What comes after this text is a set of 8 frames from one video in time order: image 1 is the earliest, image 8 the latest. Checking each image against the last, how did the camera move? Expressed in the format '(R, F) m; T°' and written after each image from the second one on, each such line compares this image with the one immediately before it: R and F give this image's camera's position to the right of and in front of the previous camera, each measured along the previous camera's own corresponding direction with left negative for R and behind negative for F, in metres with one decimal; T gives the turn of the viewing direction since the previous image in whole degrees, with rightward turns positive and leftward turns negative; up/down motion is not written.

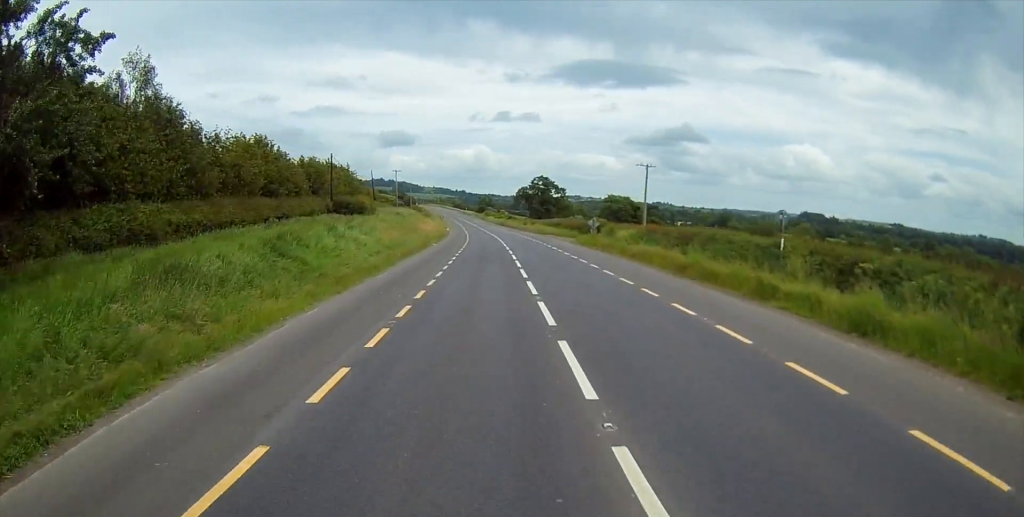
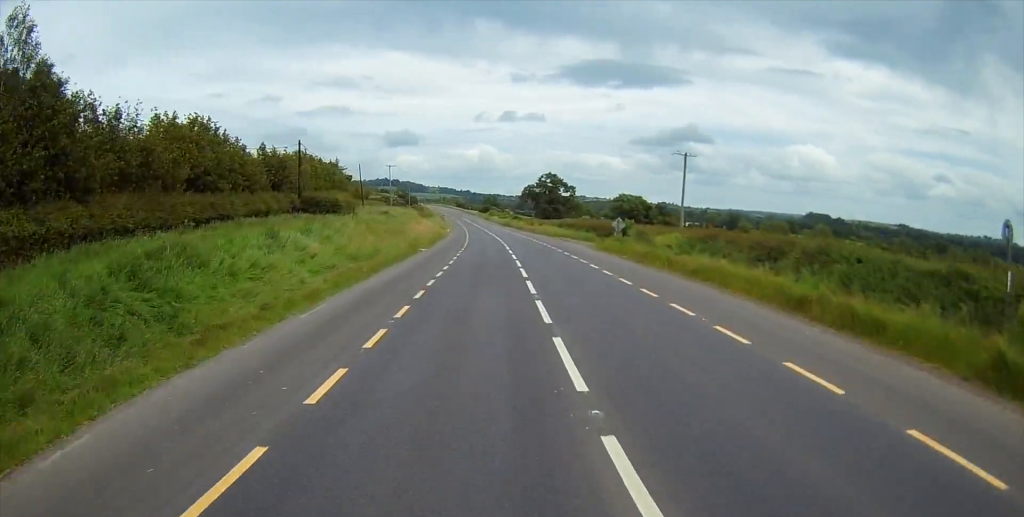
(+0.2, +11.9) m; 0°
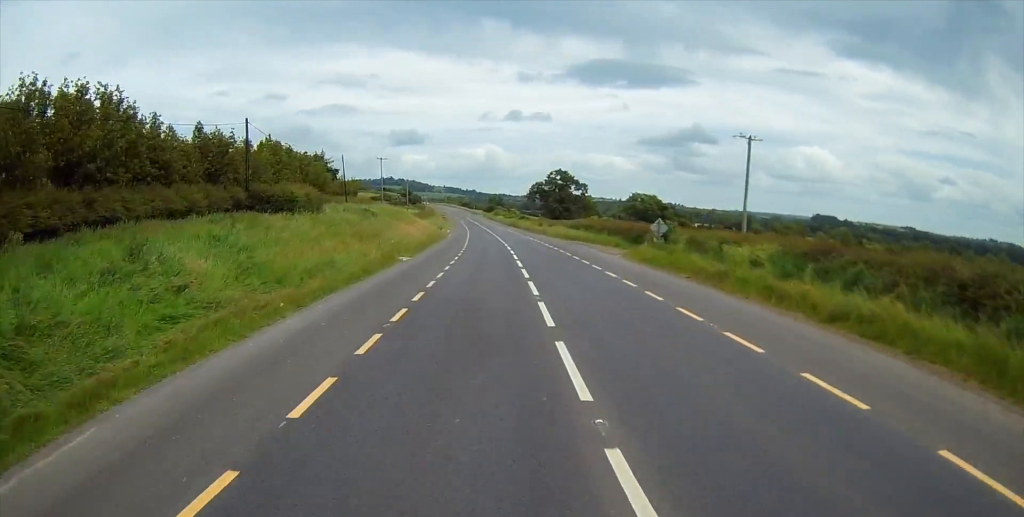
(+0.2, +12.6) m; 0°
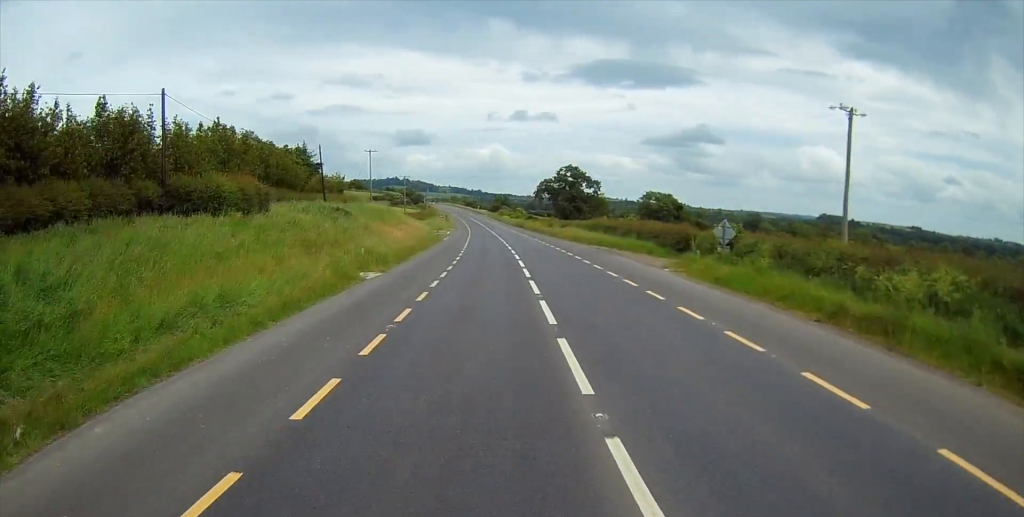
(-0.2, +11.9) m; -1°
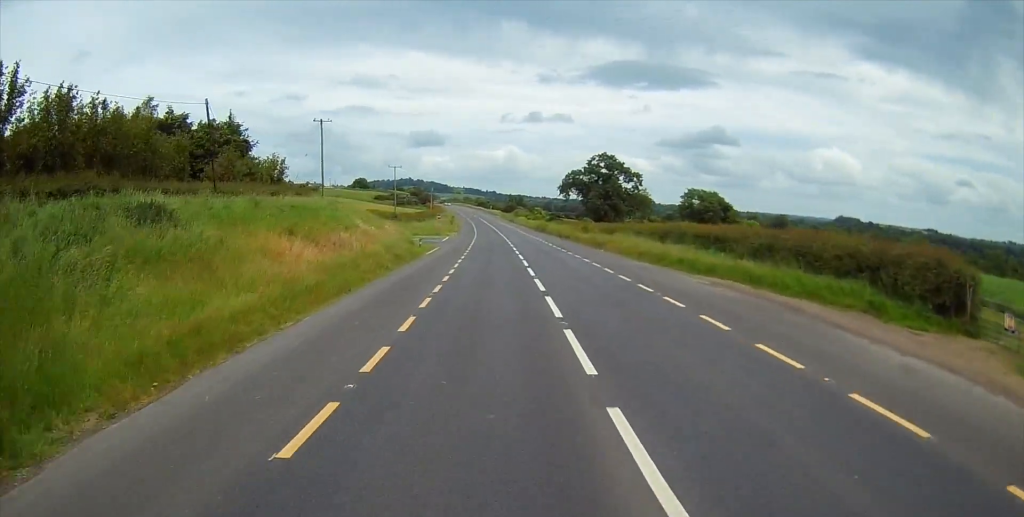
(-0.6, +29.1) m; -2°
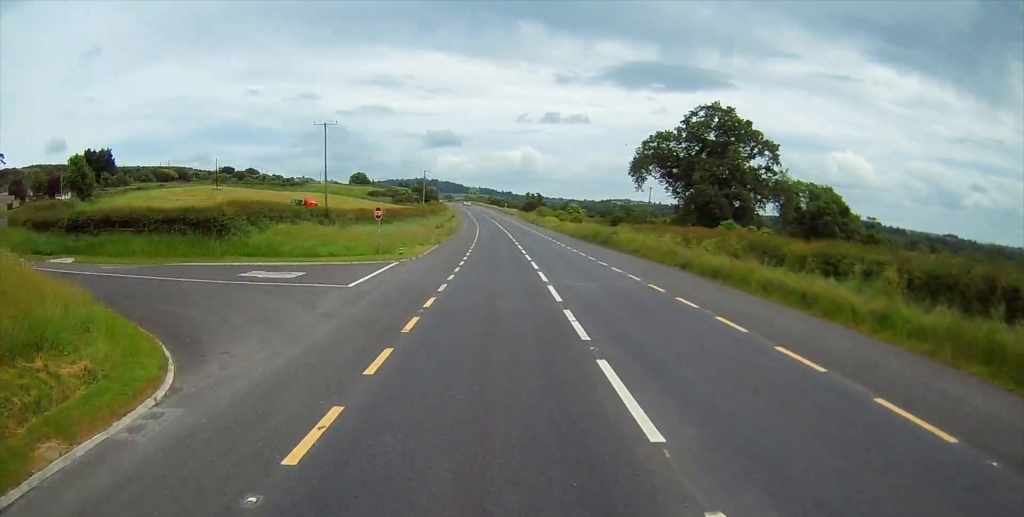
(+0.3, +51.3) m; -1°
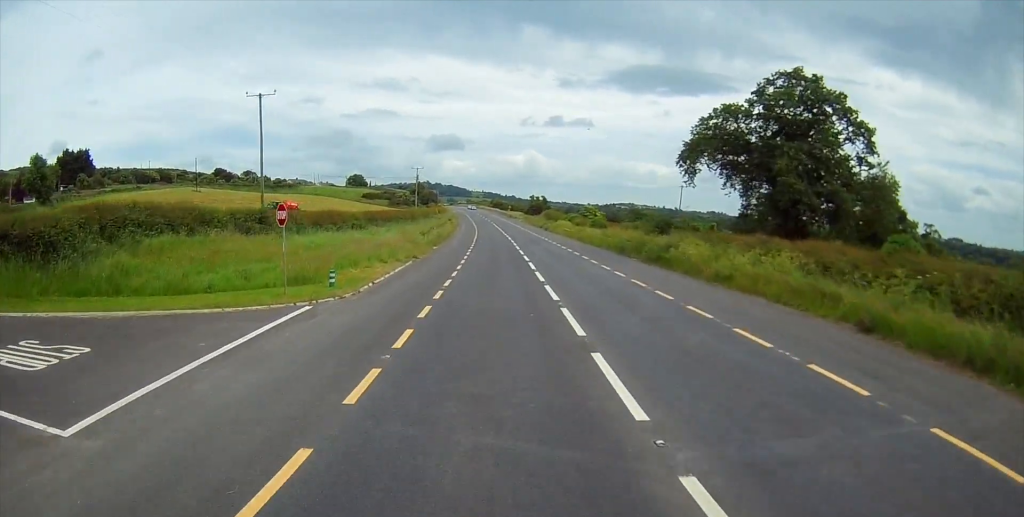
(-0.7, +17.4) m; -1°
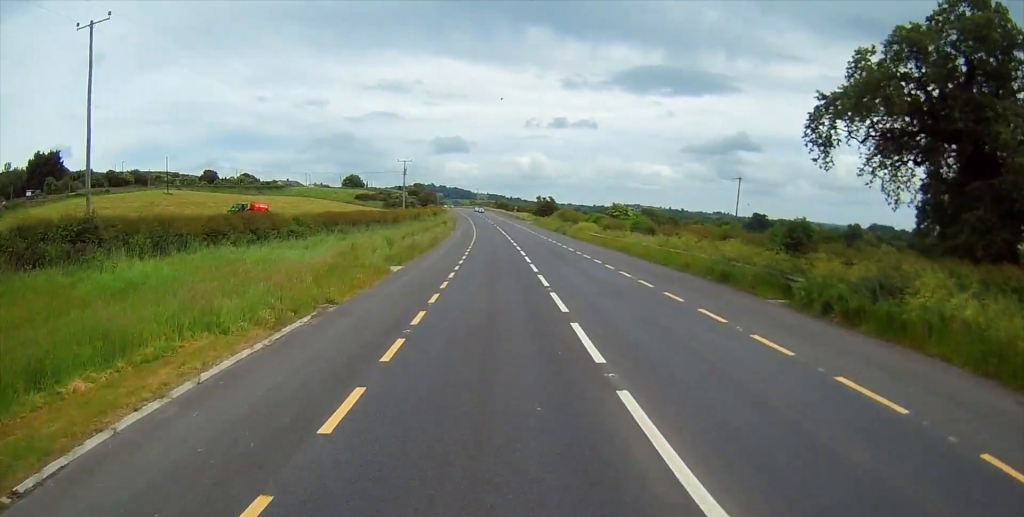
(+0.4, +21.2) m; 0°
